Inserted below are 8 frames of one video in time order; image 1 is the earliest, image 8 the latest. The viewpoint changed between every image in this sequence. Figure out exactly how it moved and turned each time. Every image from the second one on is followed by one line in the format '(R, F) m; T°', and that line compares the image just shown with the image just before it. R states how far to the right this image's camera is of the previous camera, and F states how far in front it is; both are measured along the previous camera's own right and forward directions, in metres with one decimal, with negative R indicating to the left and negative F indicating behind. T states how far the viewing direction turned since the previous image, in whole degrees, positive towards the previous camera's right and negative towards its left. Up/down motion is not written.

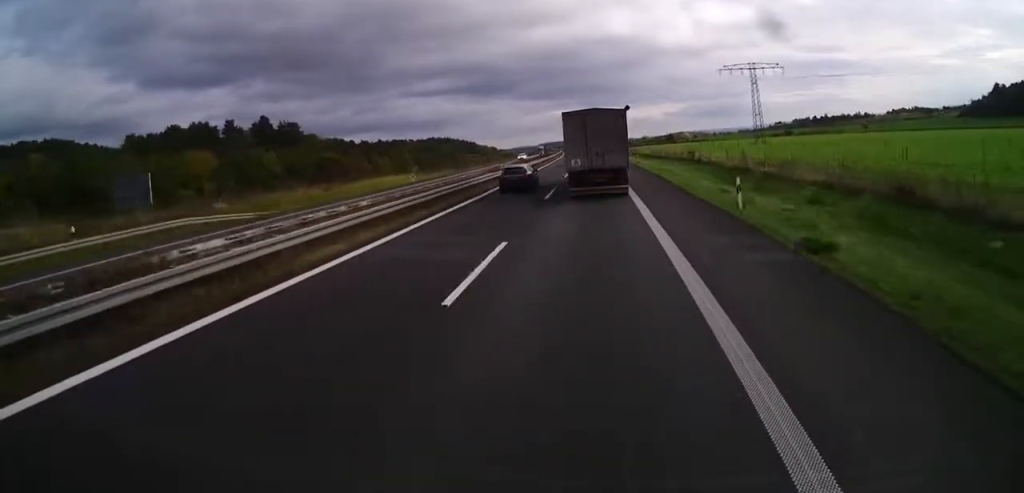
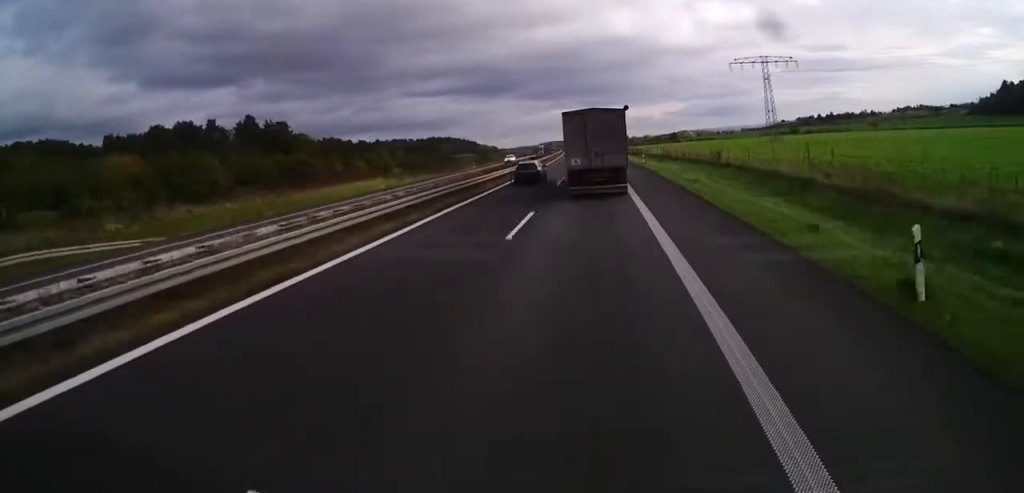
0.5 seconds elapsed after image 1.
(-0.3, +11.4) m; 0°
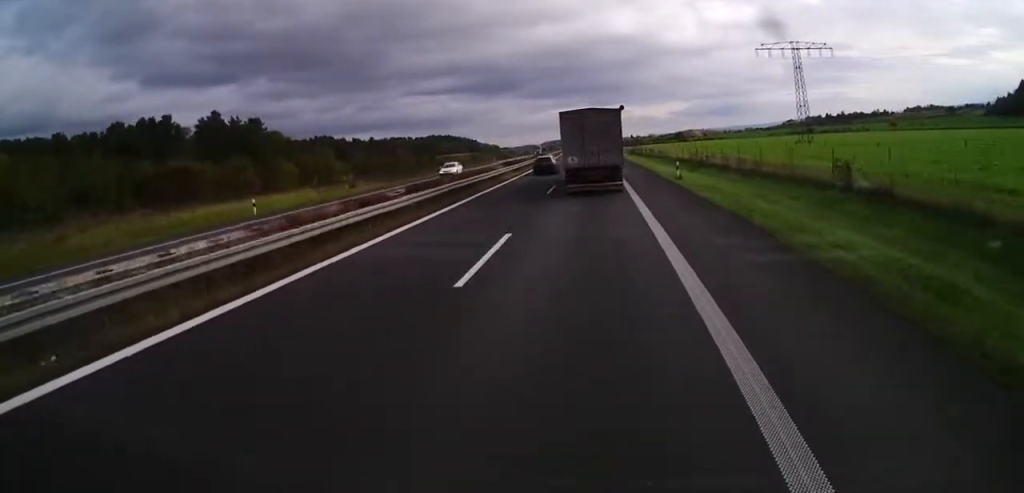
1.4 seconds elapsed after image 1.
(+0.6, +23.4) m; 0°
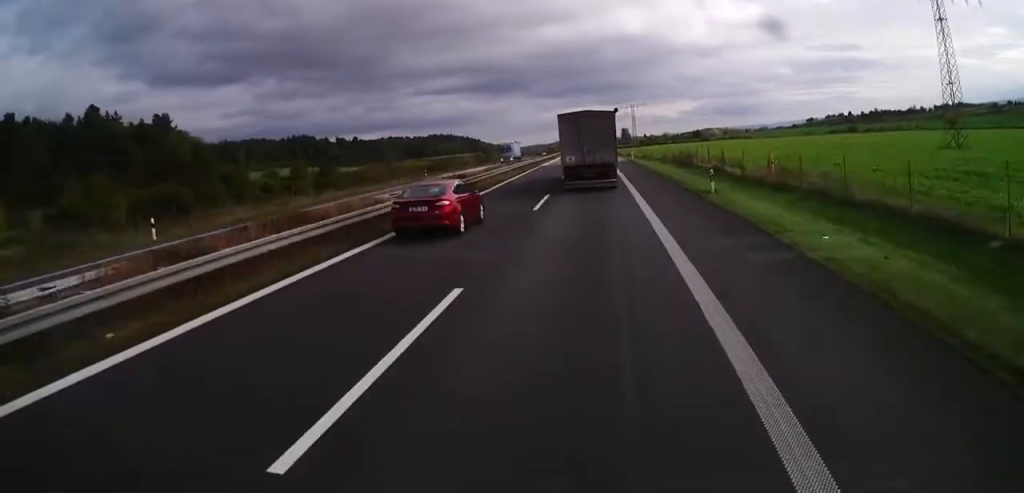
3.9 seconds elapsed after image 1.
(-0.9, +59.8) m; 0°
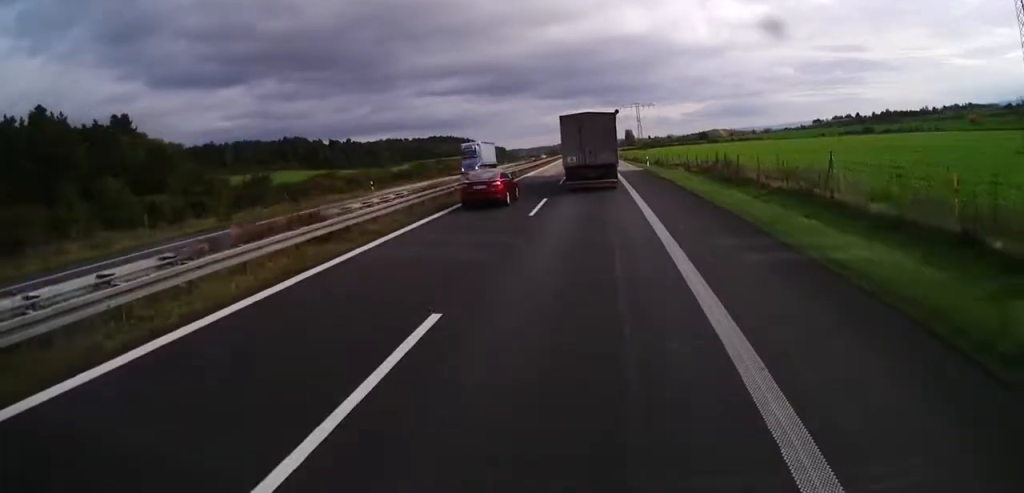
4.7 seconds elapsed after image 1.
(+0.2, +19.4) m; 0°
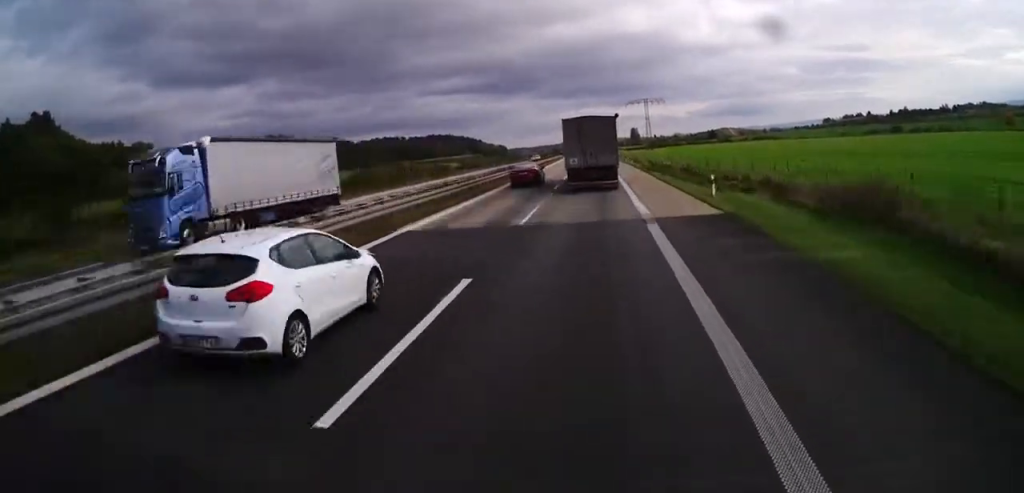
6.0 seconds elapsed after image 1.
(-0.4, +30.5) m; -1°
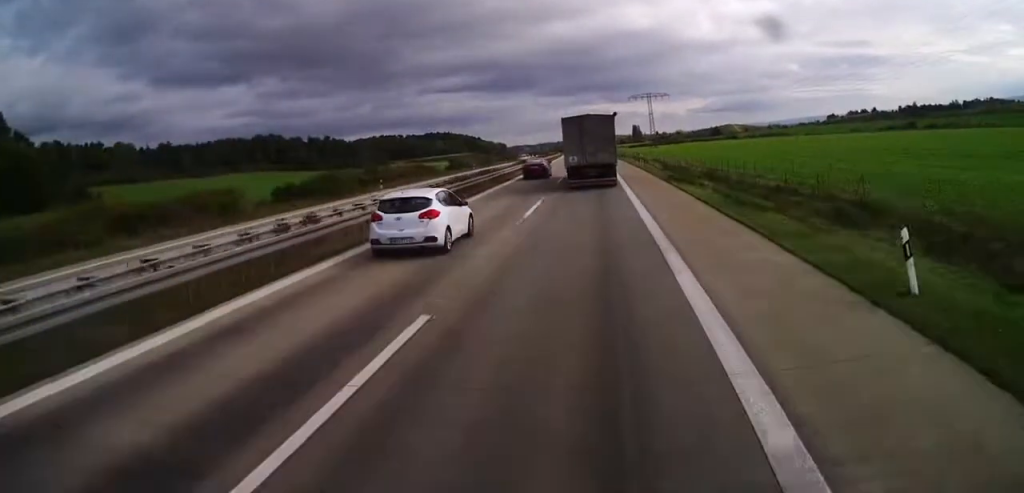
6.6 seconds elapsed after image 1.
(0.0, +16.0) m; -1°
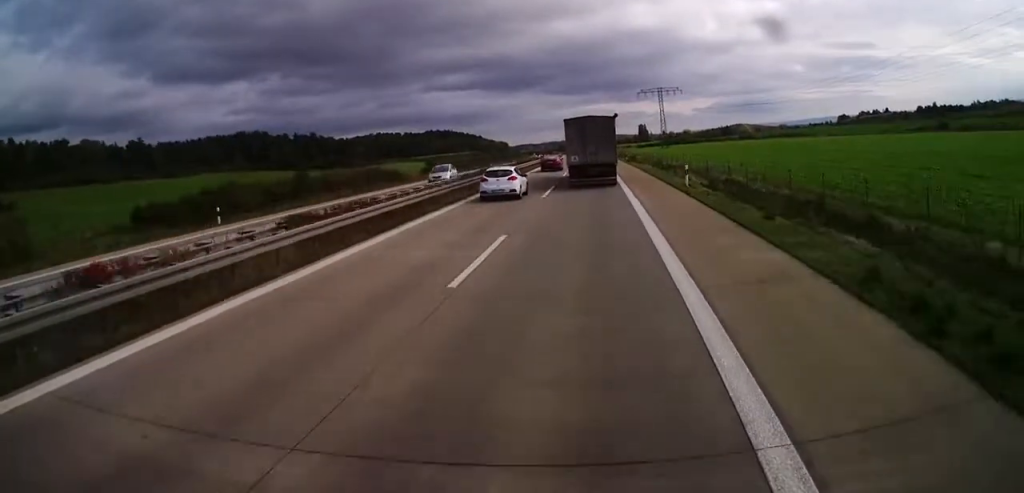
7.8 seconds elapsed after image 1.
(-0.3, +27.9) m; 0°
